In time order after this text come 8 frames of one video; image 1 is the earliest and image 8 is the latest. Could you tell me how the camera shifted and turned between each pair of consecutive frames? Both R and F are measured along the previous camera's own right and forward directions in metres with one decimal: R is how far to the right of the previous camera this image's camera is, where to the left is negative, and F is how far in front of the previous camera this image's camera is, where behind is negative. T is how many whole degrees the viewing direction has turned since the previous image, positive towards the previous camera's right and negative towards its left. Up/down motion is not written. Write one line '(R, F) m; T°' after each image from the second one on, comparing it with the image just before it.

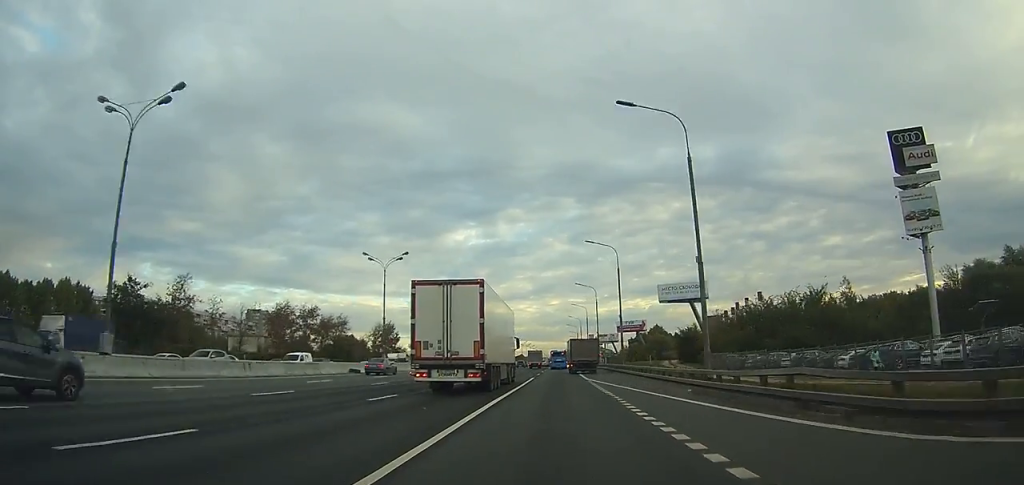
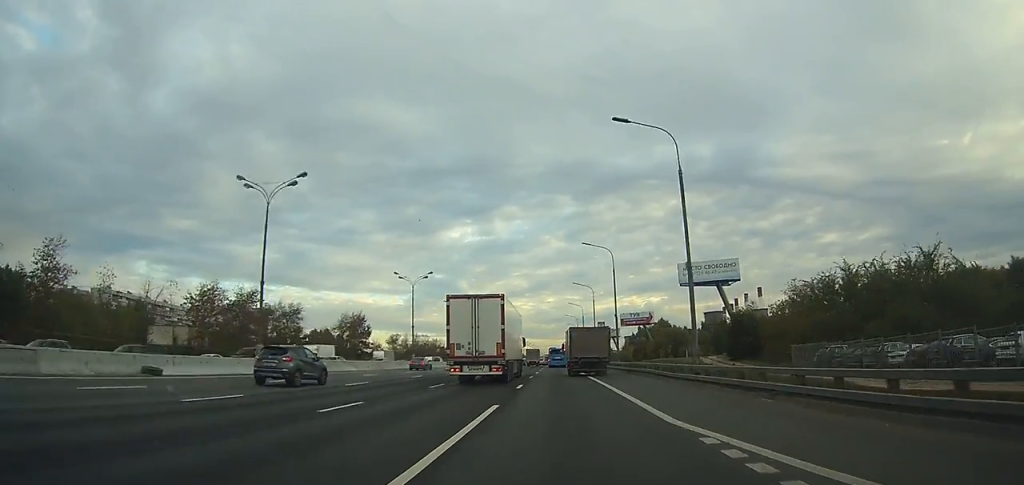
(+0.1, +25.6) m; 0°
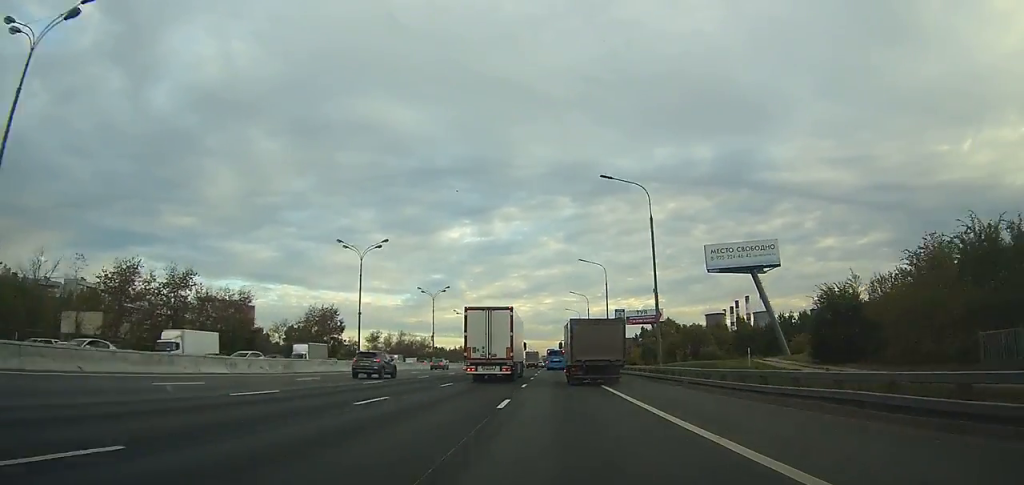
(0.0, +19.8) m; 0°
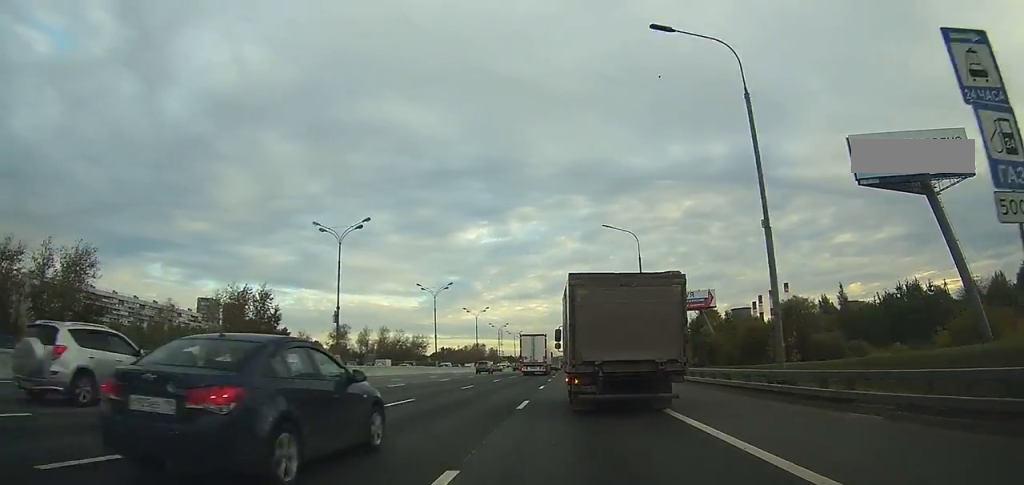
(-0.2, +51.3) m; -2°
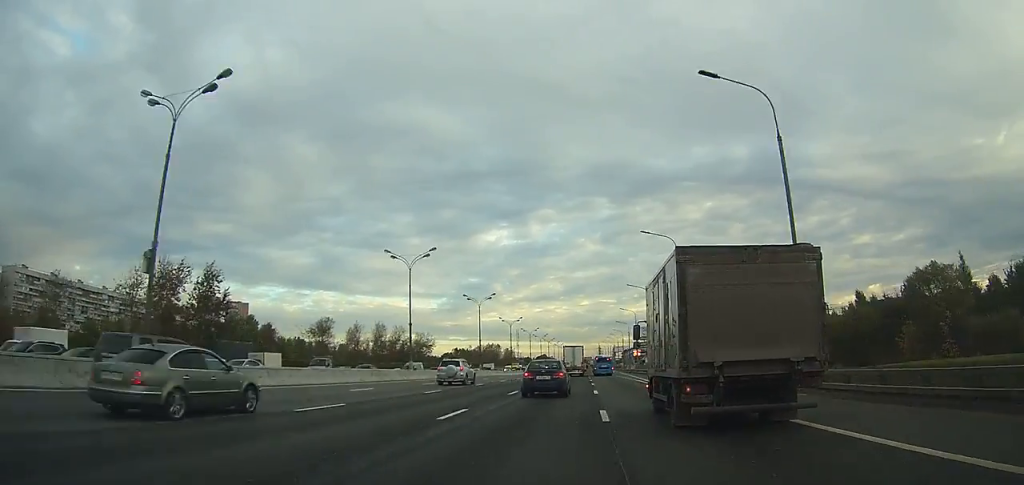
(-0.6, +32.1) m; -1°
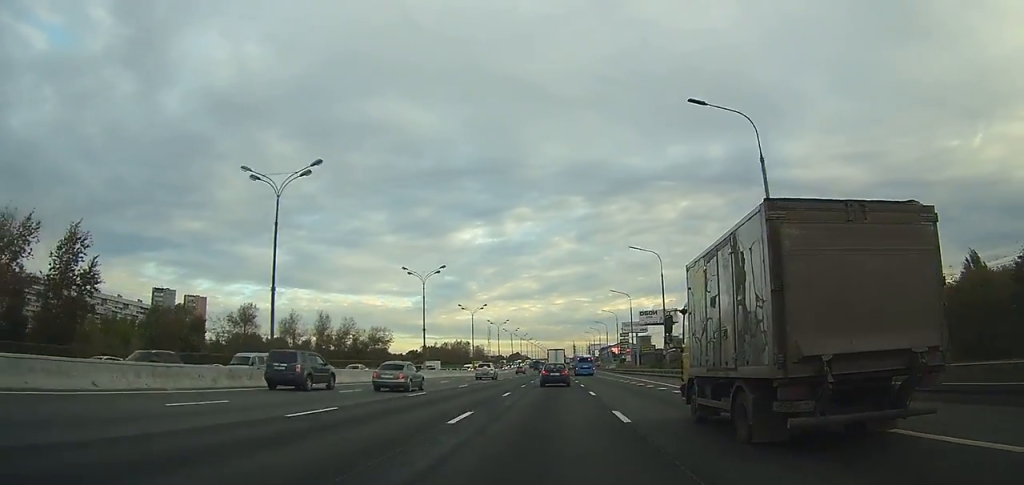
(0.0, +26.5) m; +1°
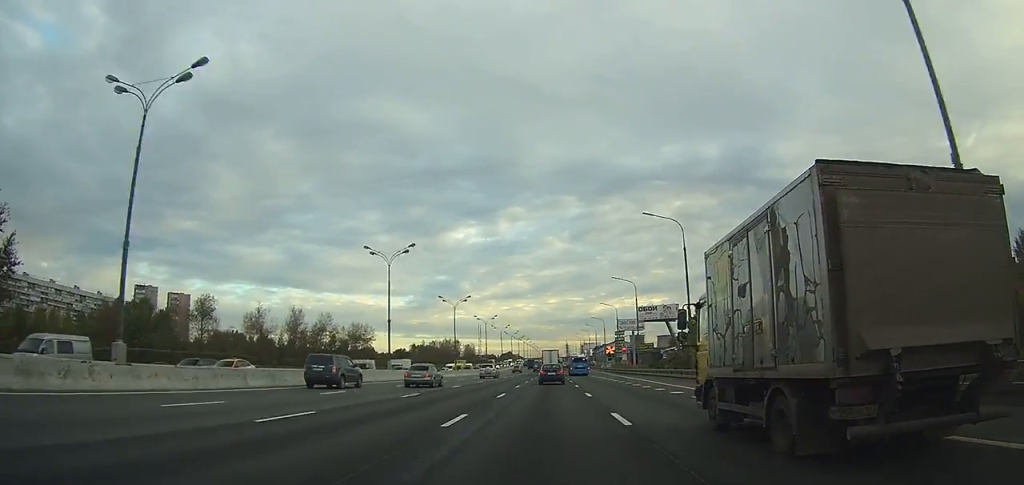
(0.0, +12.0) m; +1°
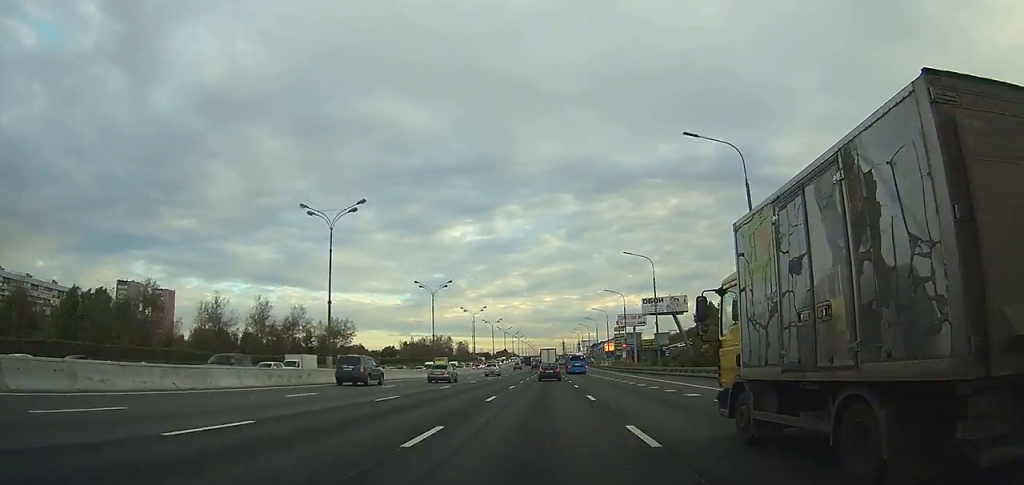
(+0.1, +13.6) m; 0°
